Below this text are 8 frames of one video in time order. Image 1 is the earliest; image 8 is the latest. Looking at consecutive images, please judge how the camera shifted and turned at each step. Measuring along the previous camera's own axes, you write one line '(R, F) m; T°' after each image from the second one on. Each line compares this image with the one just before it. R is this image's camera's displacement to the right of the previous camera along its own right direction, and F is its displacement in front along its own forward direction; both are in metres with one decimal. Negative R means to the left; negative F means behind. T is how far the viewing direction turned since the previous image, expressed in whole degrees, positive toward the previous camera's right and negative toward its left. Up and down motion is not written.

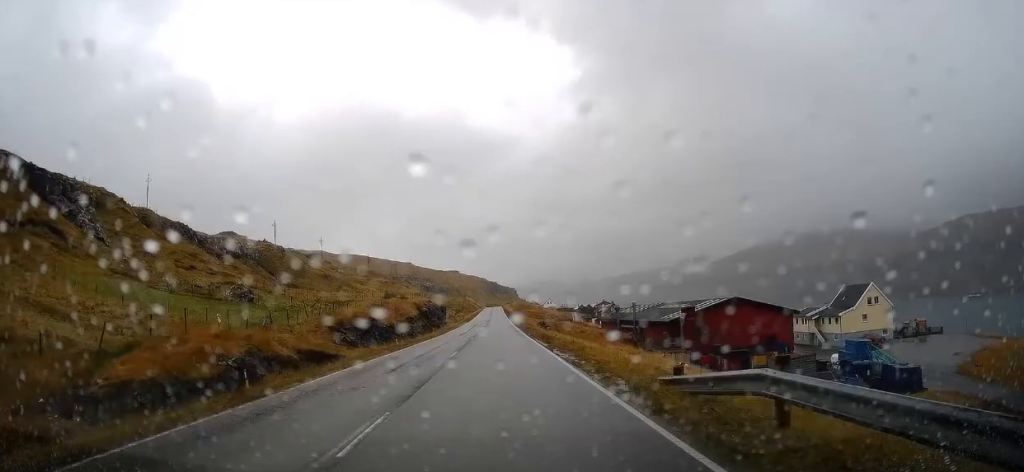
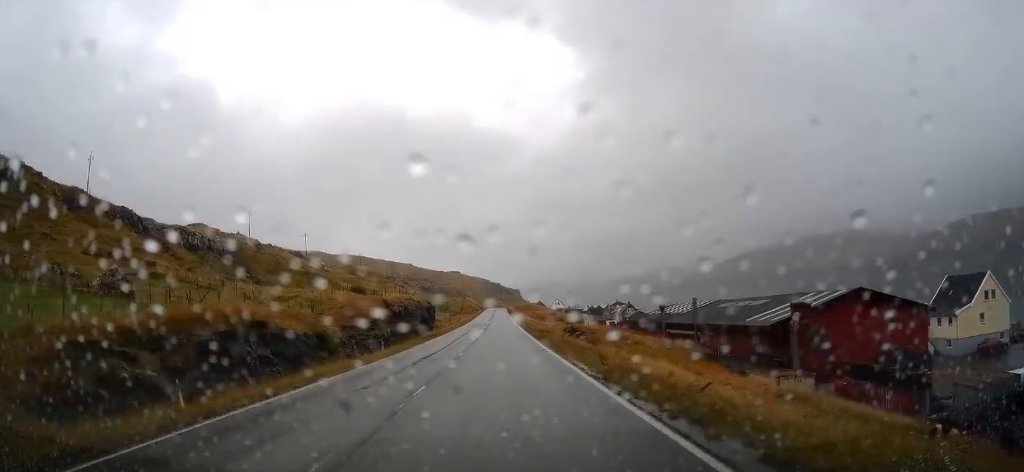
(+0.1, +24.5) m; 0°
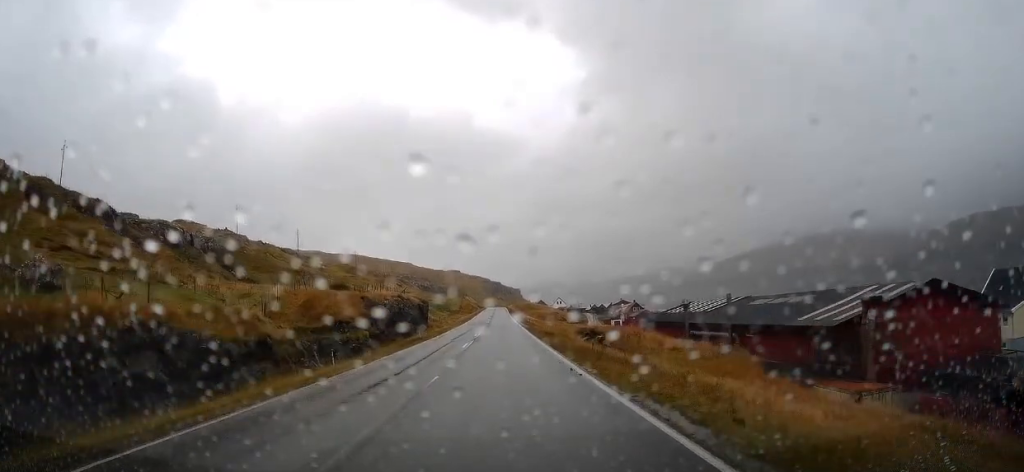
(0.0, +8.9) m; 0°
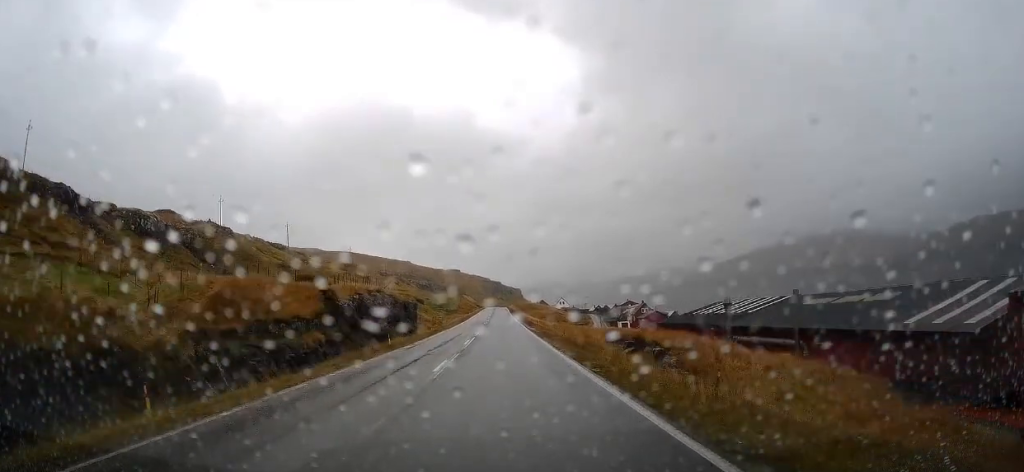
(+0.1, +11.6) m; 0°
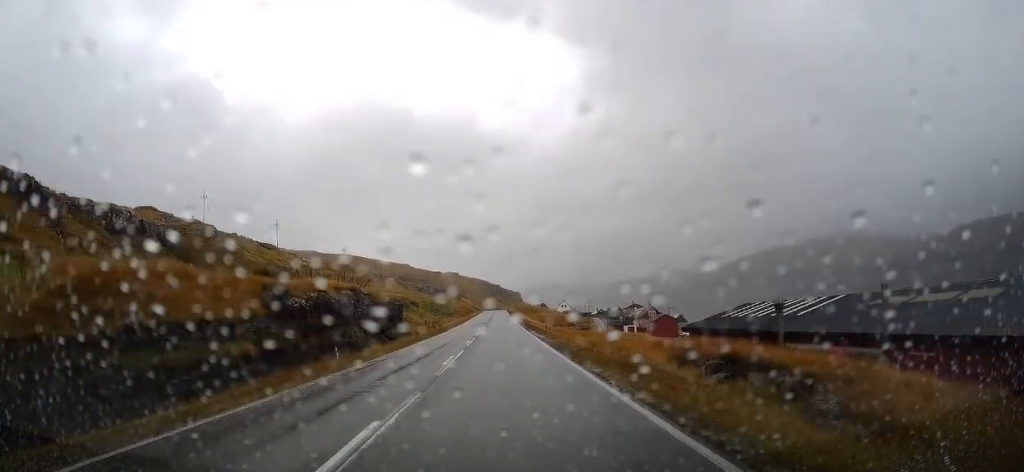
(0.0, +9.9) m; -1°
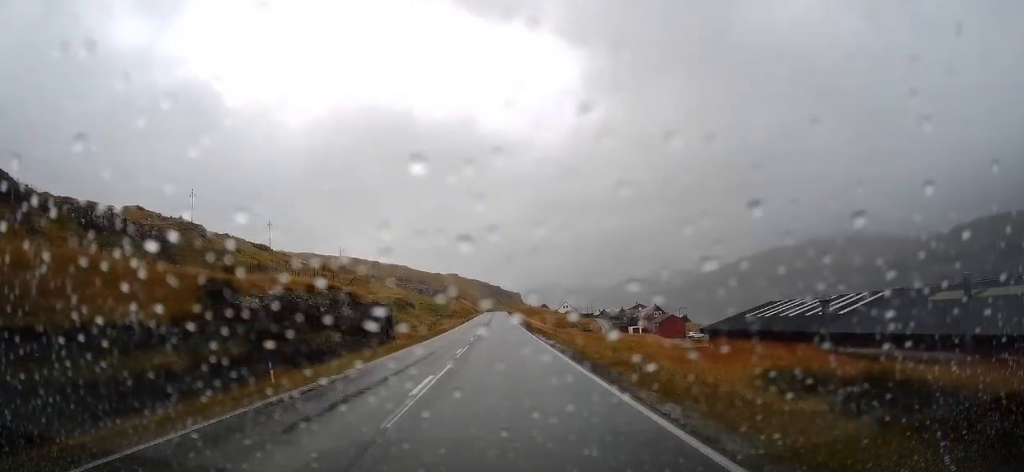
(-0.1, +6.2) m; 0°
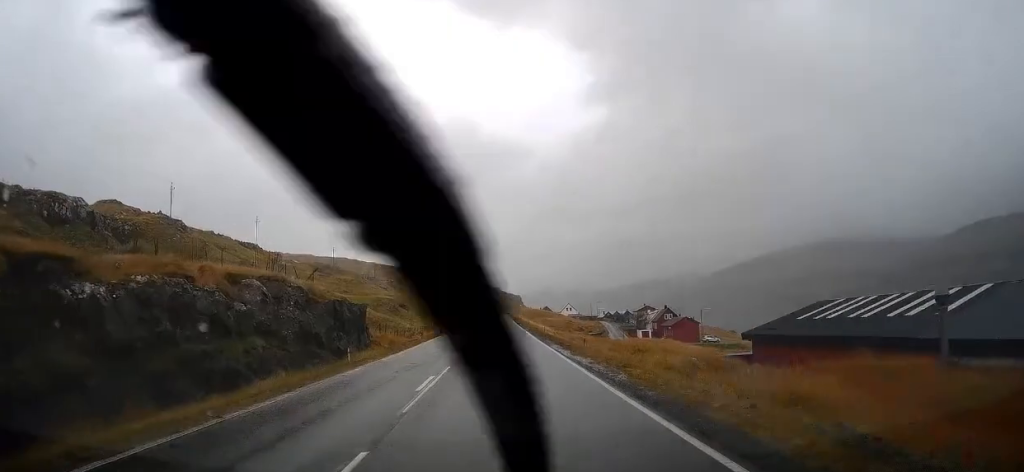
(-0.1, +10.7) m; 0°
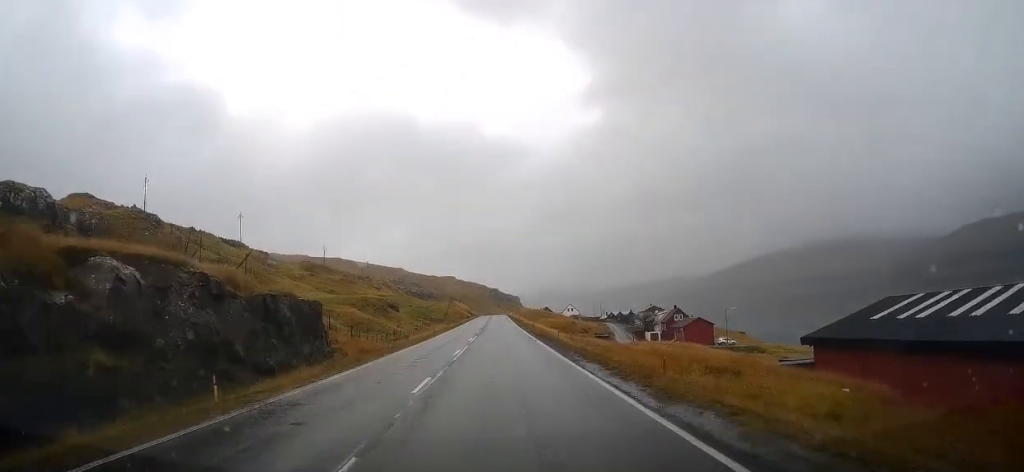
(+0.1, +10.7) m; 0°
